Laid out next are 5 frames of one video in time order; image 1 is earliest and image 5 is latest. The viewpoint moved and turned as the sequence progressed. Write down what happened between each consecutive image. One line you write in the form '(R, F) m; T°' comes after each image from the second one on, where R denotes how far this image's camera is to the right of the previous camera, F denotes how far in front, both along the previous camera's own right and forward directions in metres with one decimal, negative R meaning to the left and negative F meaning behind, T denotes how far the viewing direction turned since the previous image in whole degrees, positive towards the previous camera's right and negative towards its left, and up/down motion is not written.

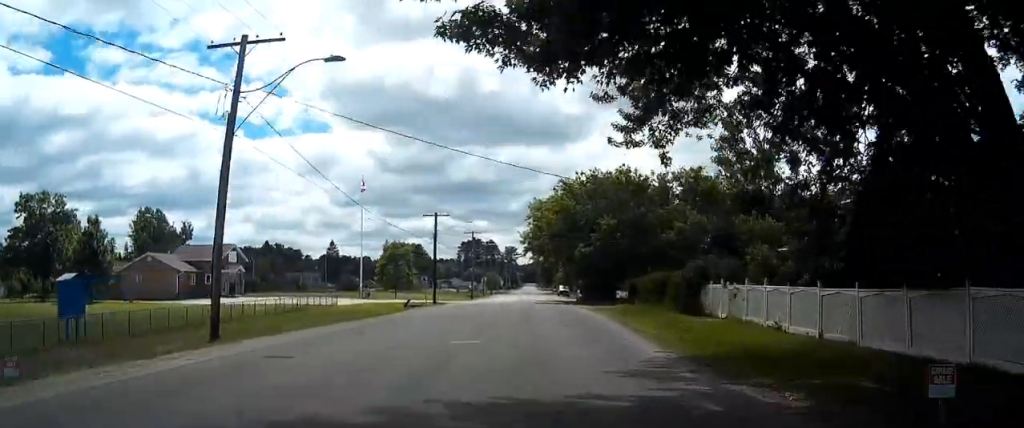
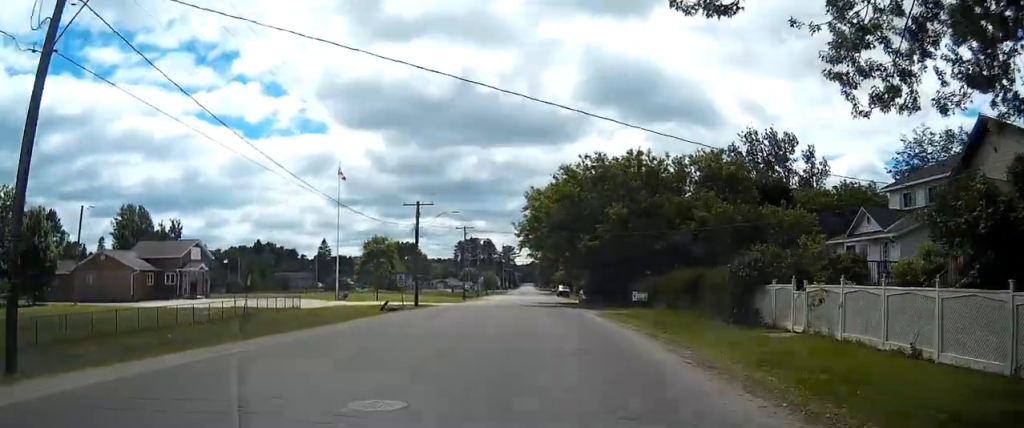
(0.0, +9.6) m; 0°
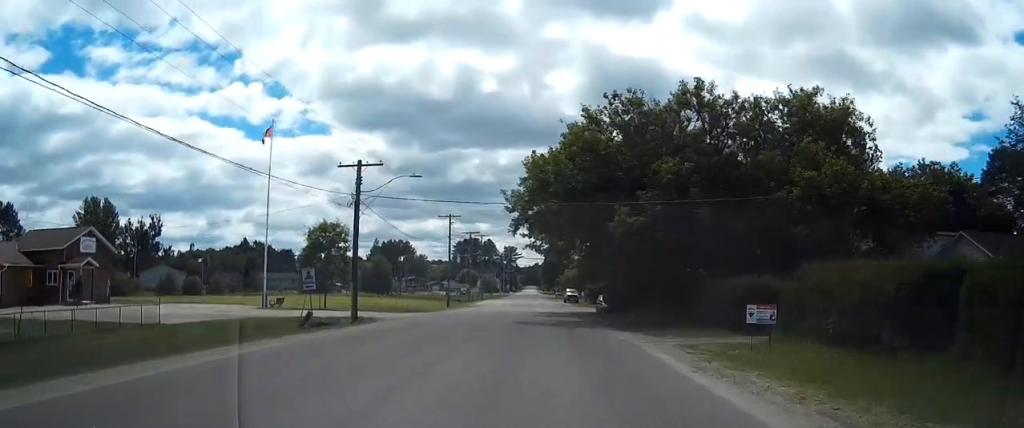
(0.0, +21.7) m; 0°
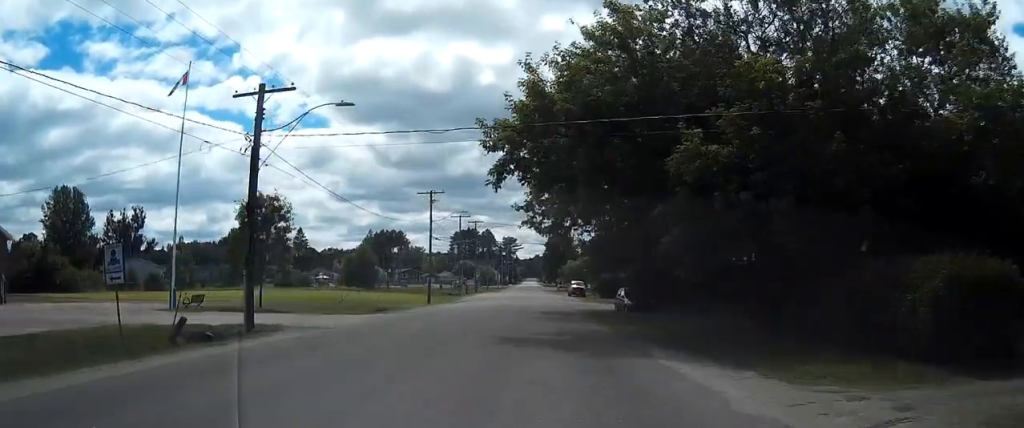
(0.0, +14.9) m; 0°
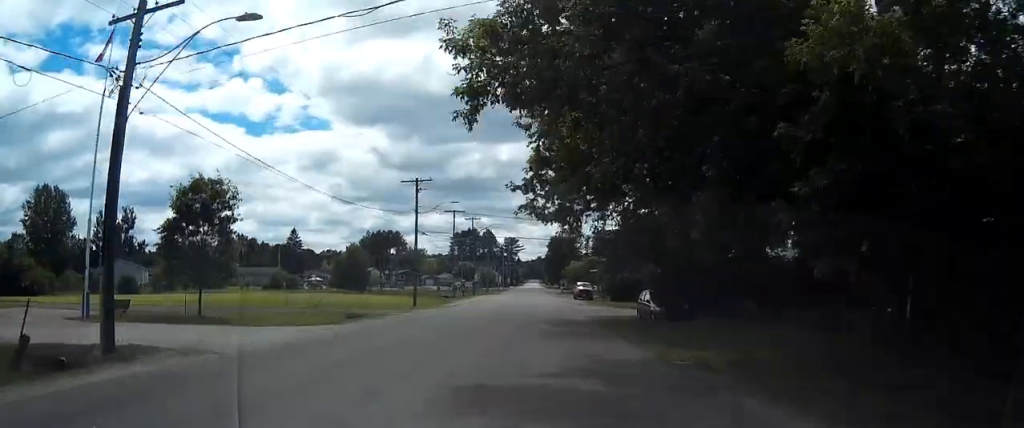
(0.0, +9.1) m; 0°
